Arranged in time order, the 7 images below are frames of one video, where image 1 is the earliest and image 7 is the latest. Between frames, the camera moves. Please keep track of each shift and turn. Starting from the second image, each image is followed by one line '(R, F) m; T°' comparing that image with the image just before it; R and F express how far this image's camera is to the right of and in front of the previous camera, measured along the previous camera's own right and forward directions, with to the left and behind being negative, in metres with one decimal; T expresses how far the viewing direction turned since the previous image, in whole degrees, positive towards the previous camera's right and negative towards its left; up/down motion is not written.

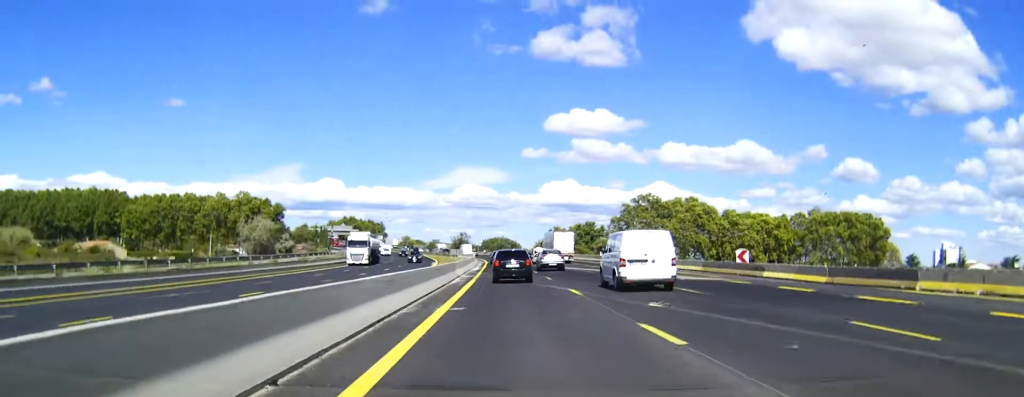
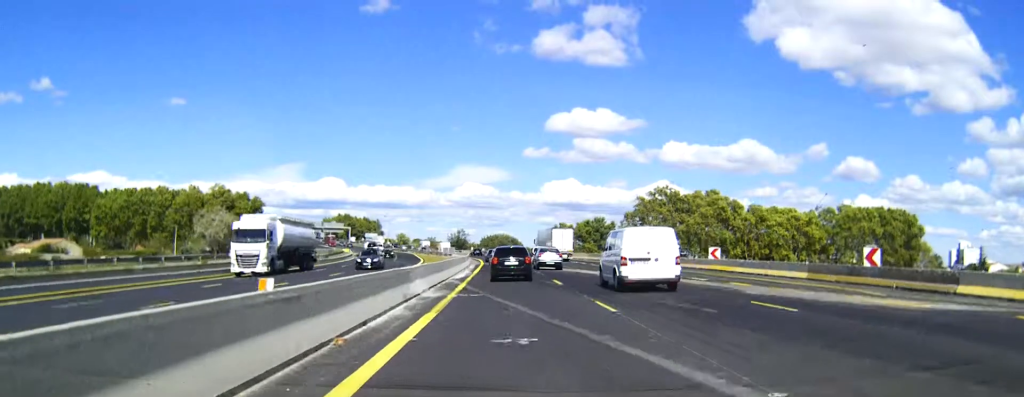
(0.0, +20.1) m; 0°
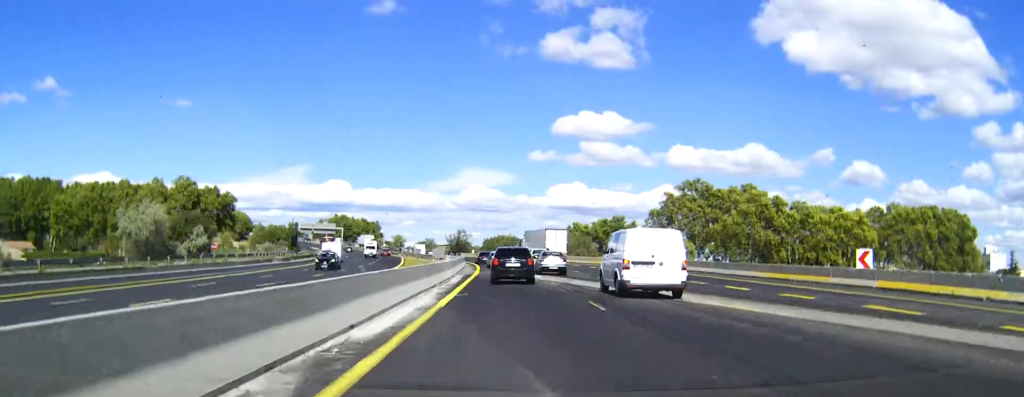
(-0.1, +24.9) m; 0°
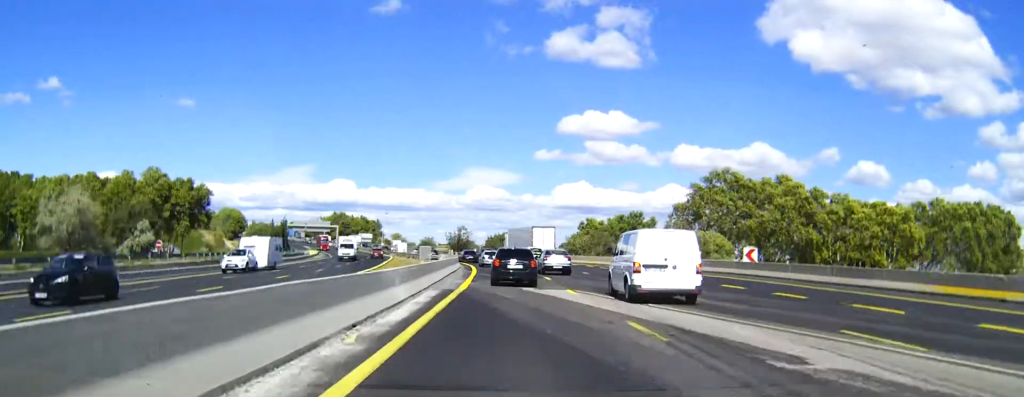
(-0.1, +18.0) m; 0°
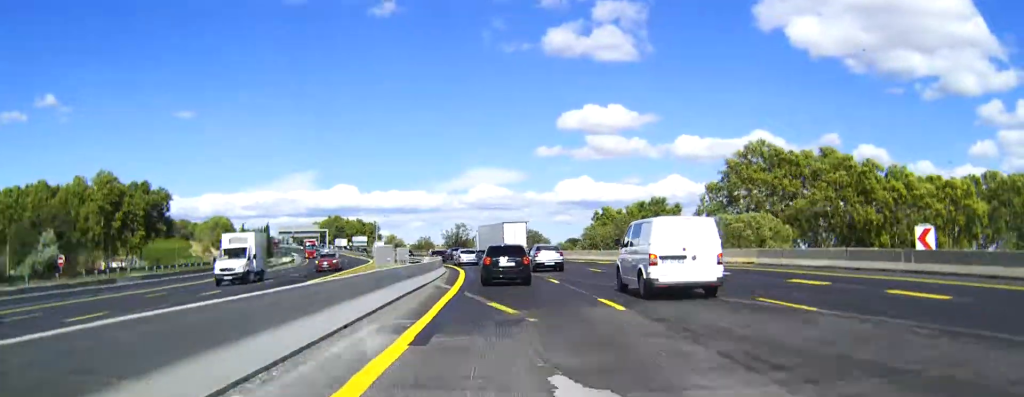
(-0.1, +21.1) m; -1°
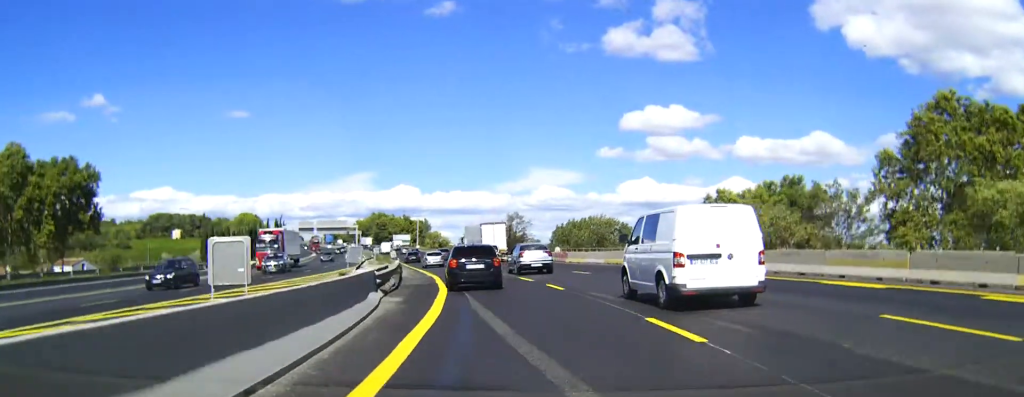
(-1.3, +43.9) m; -5°
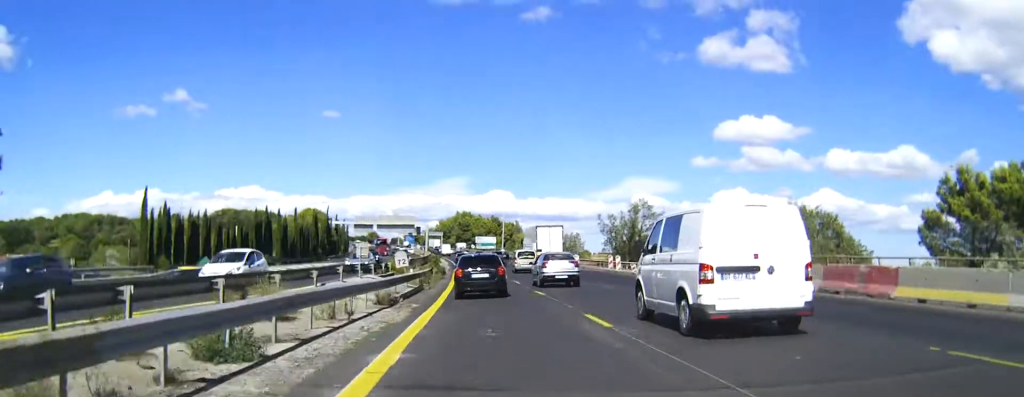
(-1.9, +40.4) m; -6°
